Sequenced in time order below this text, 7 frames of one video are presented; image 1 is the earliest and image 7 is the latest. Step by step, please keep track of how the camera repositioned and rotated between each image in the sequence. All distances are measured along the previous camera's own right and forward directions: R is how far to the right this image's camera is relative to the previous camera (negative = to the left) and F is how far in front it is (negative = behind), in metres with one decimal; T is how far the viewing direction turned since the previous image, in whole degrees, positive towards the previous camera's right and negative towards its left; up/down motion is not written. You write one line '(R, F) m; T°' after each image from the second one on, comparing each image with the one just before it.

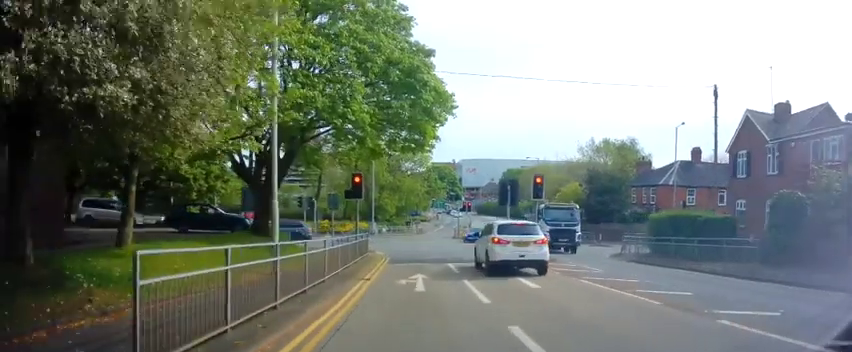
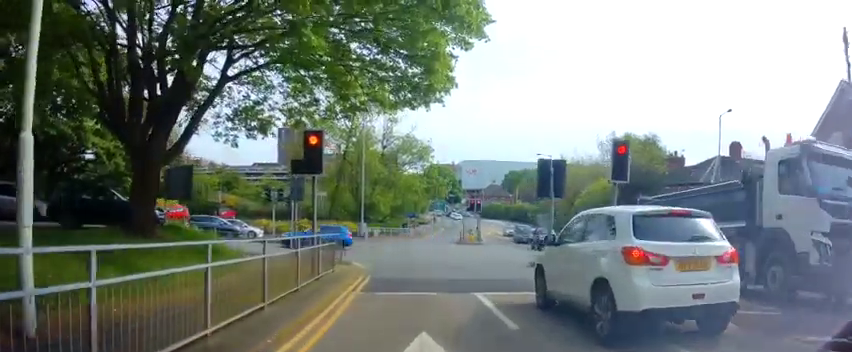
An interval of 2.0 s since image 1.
(-0.3, +9.5) m; +1°
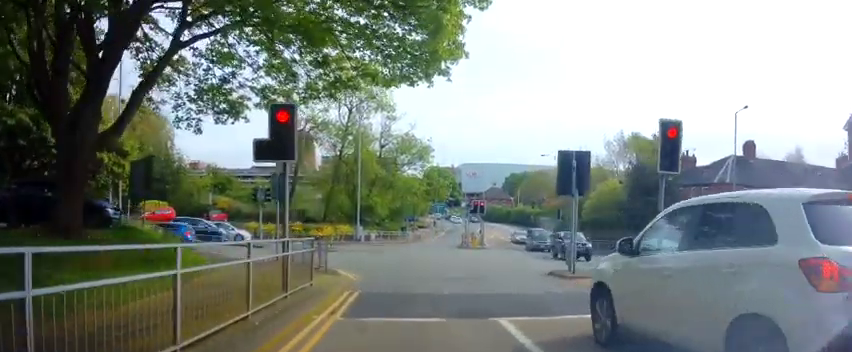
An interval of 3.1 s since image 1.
(+0.2, +3.1) m; +7°
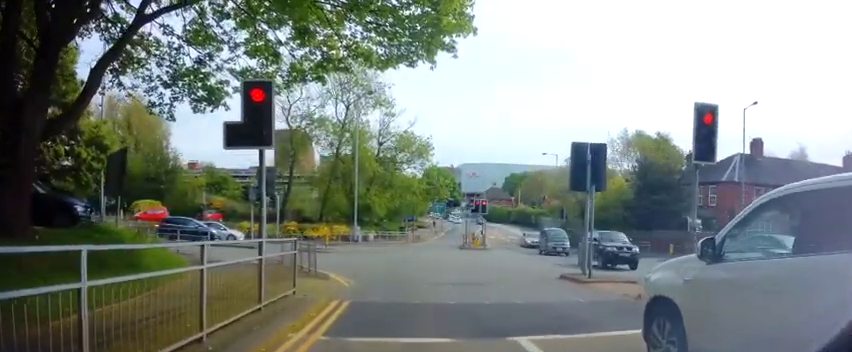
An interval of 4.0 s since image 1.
(+0.1, +1.8) m; +4°
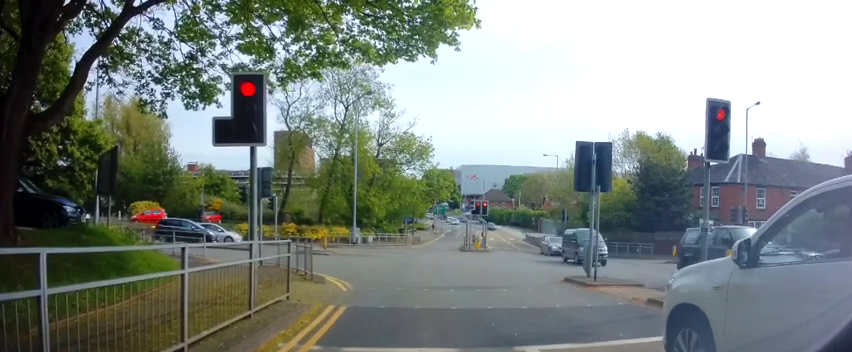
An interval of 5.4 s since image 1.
(-0.1, +1.1) m; 0°
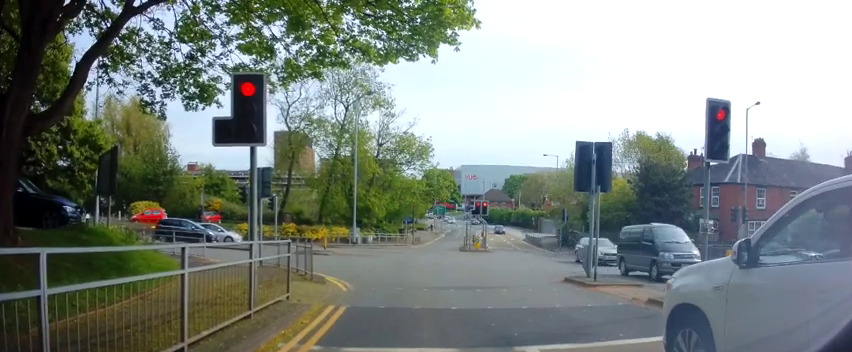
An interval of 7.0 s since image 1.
(0.0, +0.1) m; 0°
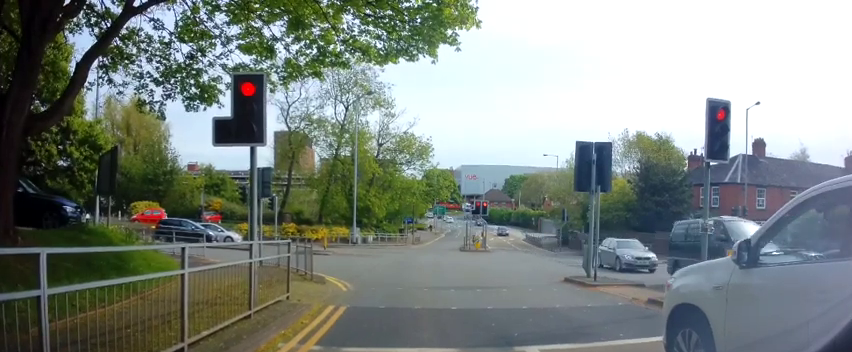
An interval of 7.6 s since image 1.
(0.0, 0.0) m; 0°
